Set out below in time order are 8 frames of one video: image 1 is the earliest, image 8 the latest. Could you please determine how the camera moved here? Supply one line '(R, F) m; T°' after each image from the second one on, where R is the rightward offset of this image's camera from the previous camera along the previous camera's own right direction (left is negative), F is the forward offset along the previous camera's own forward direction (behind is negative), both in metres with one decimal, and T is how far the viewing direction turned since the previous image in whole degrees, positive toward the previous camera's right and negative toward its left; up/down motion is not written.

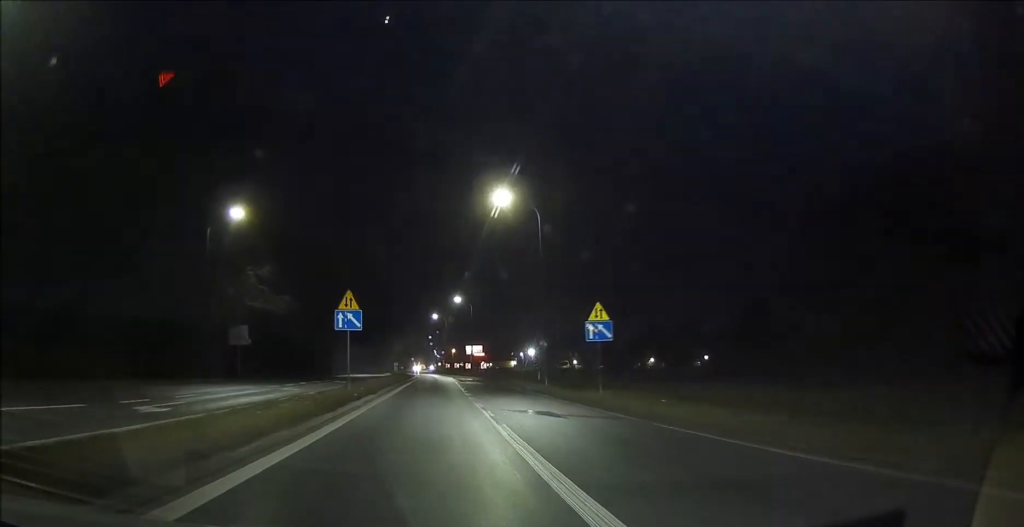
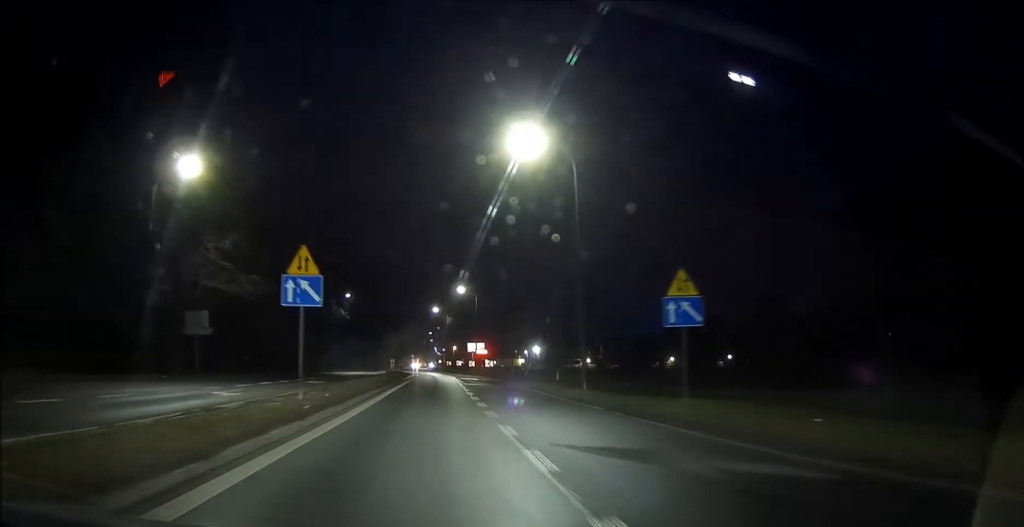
(0.0, +9.6) m; 0°
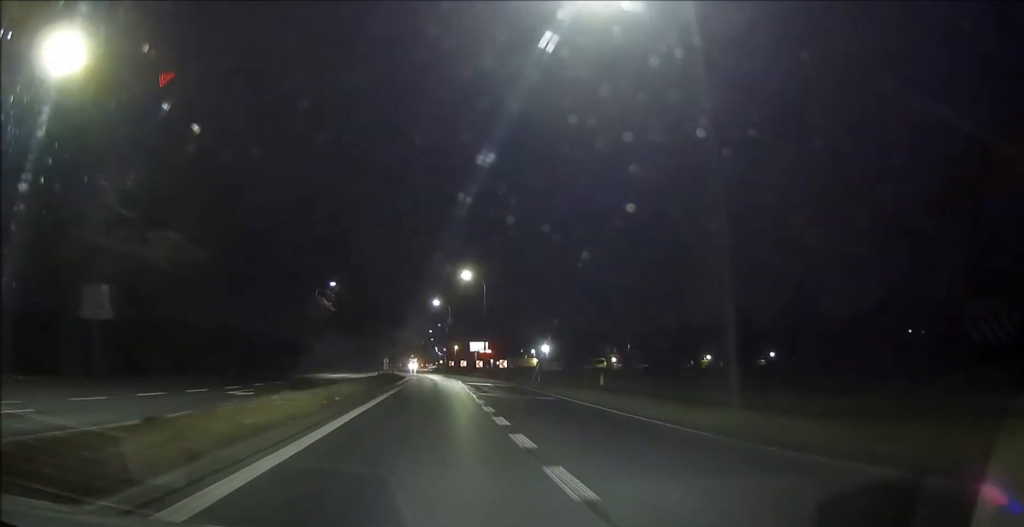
(0.0, +14.0) m; 0°
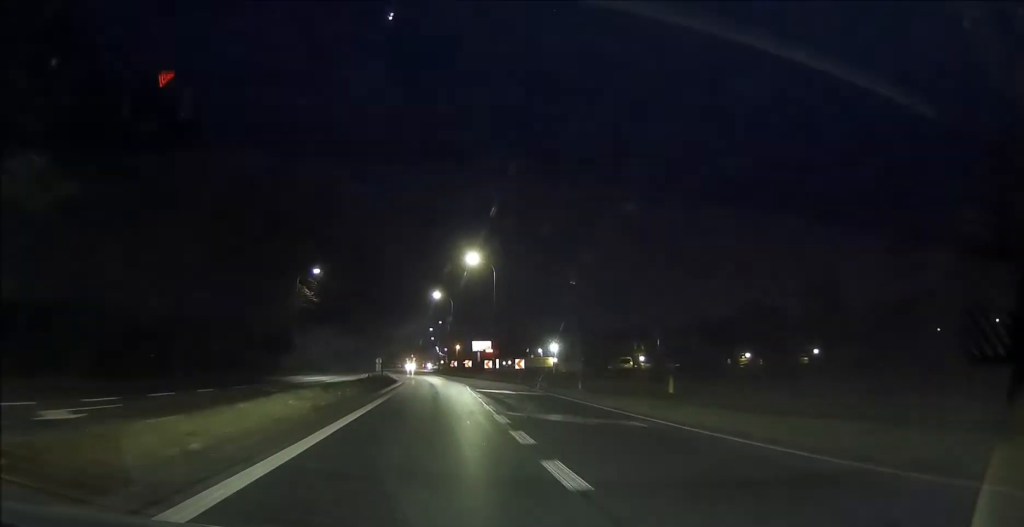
(0.0, +11.1) m; 0°
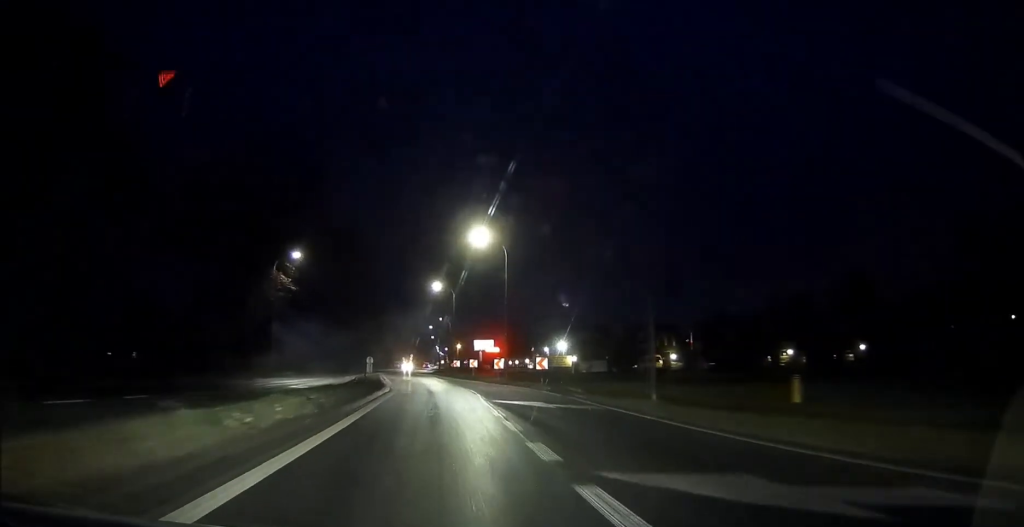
(0.0, +9.5) m; 0°
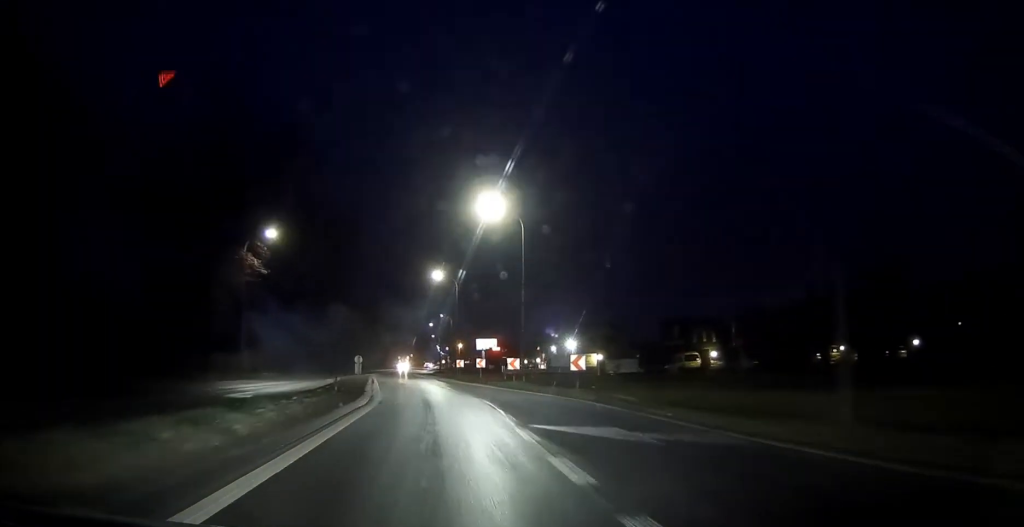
(0.0, +9.0) m; 0°
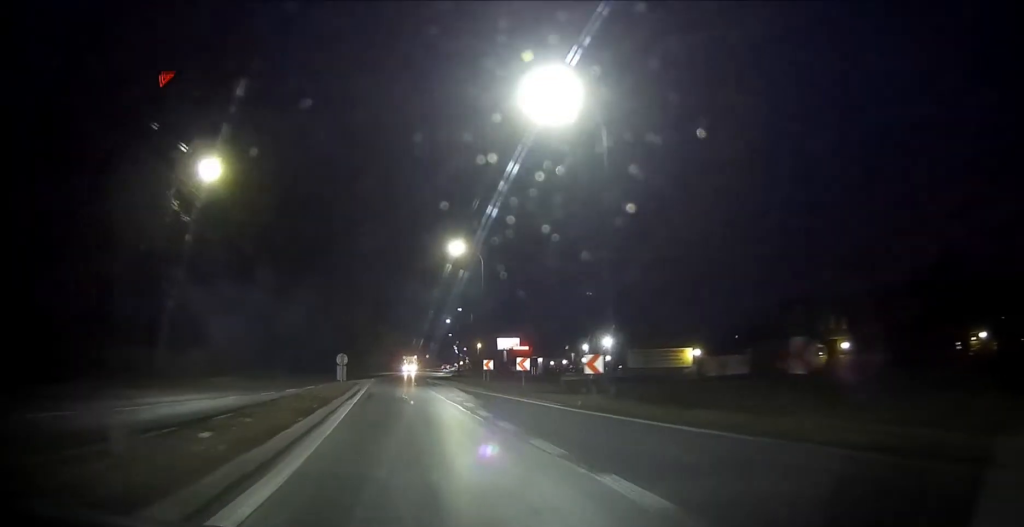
(-0.2, +16.5) m; -2°
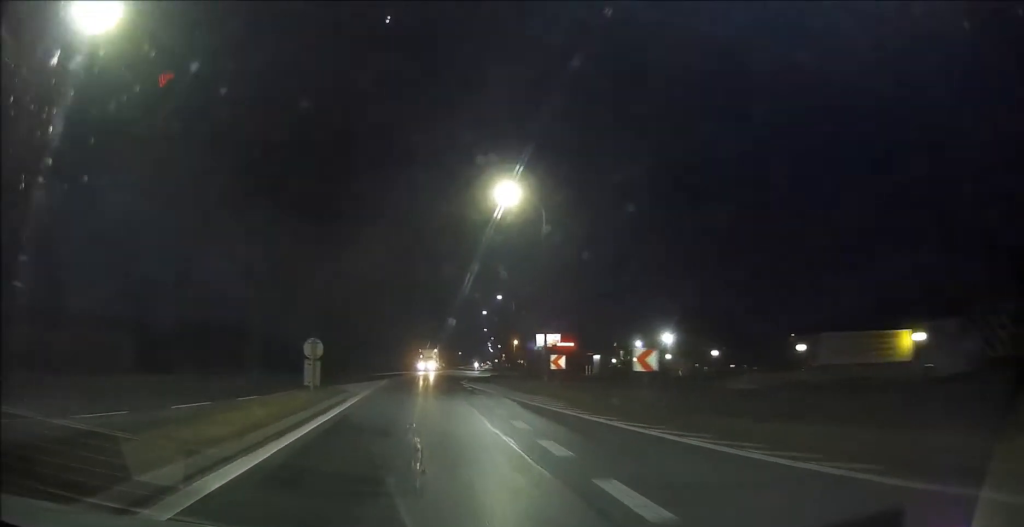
(-0.4, +16.1) m; -2°
